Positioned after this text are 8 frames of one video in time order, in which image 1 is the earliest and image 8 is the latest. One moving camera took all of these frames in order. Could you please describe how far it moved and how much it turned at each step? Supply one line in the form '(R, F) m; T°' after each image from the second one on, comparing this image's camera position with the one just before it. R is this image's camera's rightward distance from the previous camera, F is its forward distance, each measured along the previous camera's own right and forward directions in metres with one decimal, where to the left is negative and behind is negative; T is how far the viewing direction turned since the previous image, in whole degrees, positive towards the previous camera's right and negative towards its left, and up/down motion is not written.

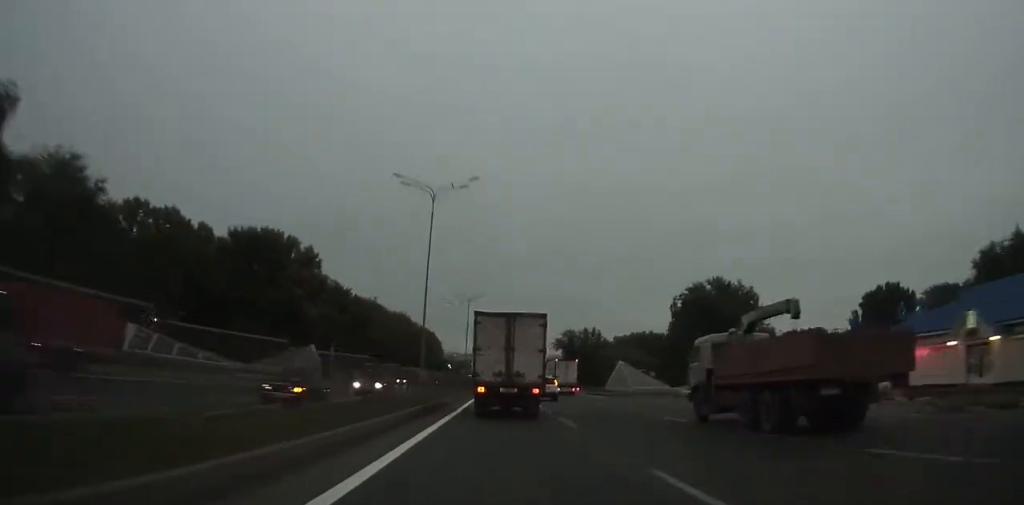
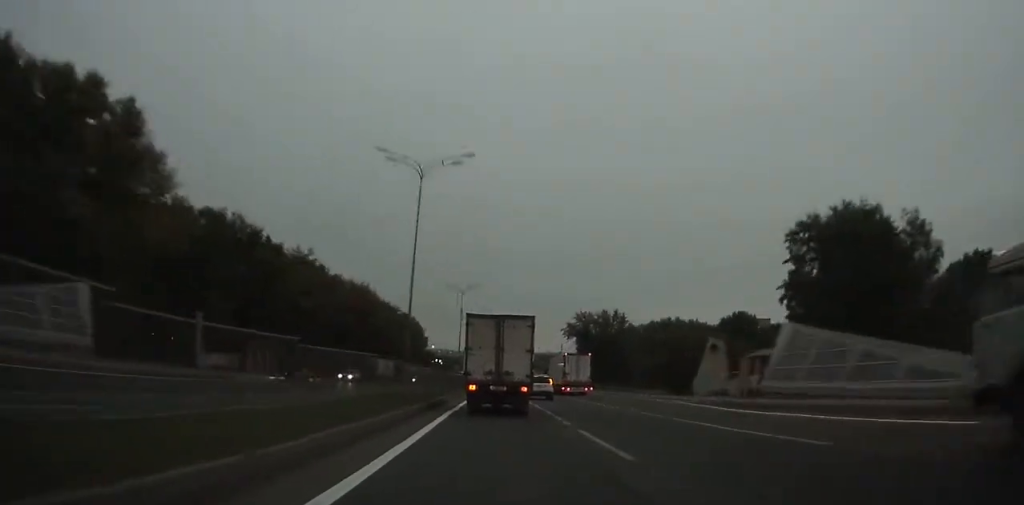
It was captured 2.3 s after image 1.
(+1.4, +45.3) m; 0°
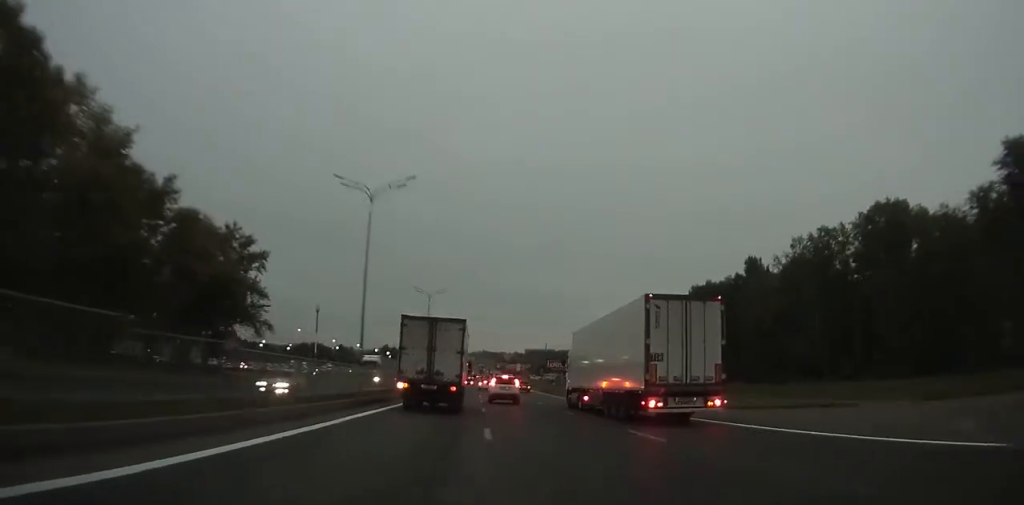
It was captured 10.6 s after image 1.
(-16.8, +160.8) m; -3°
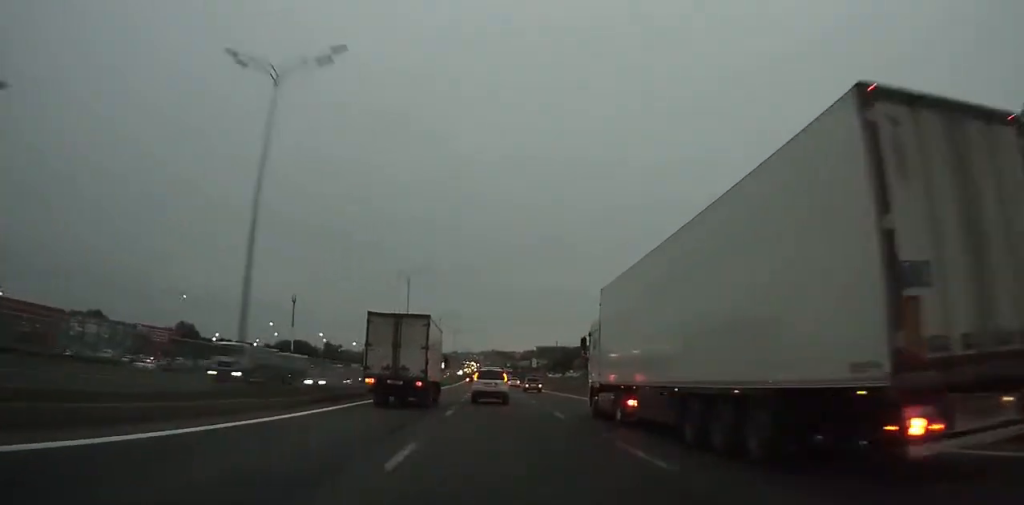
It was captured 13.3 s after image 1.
(+0.3, +51.0) m; 0°
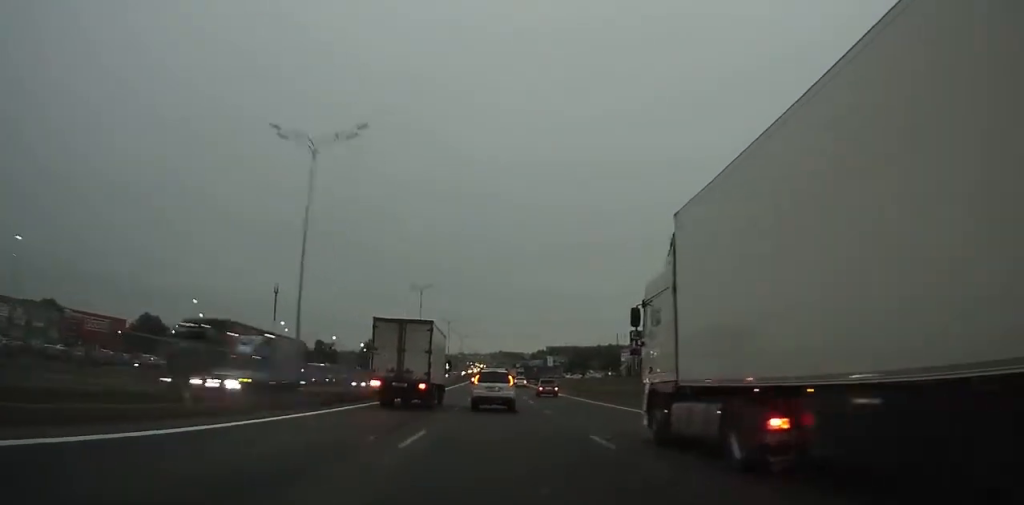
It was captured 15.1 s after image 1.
(-0.4, +32.7) m; -1°
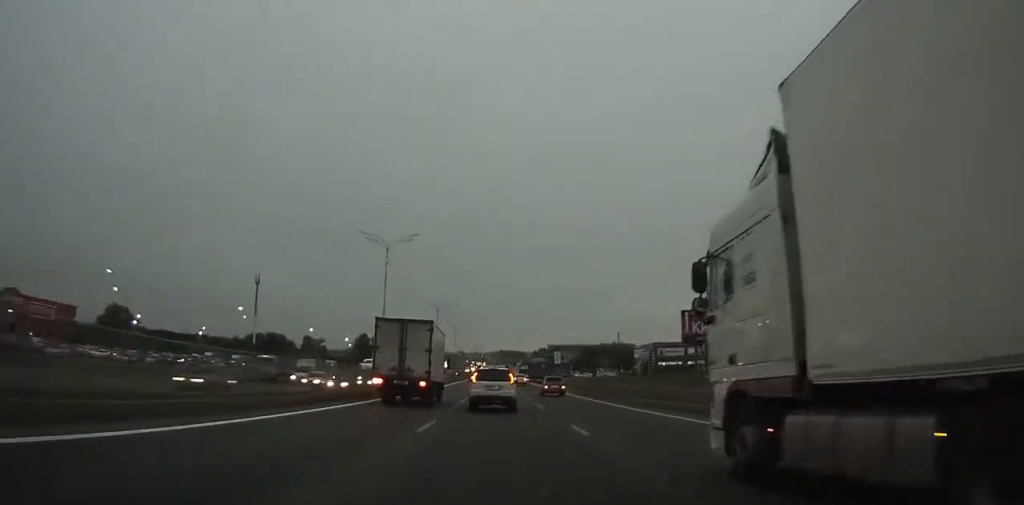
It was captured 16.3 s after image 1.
(-0.1, +21.7) m; 0°
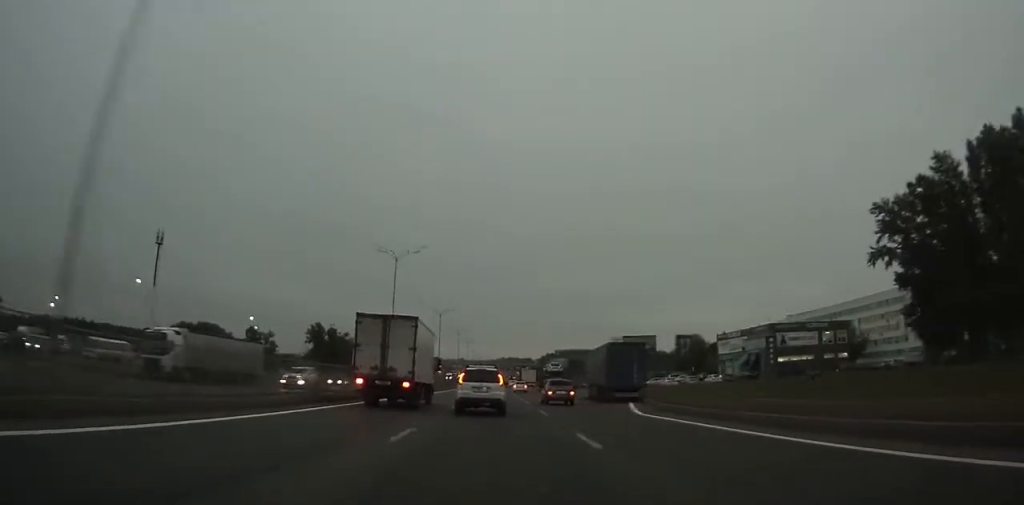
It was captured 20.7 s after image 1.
(-0.4, +74.6) m; 0°
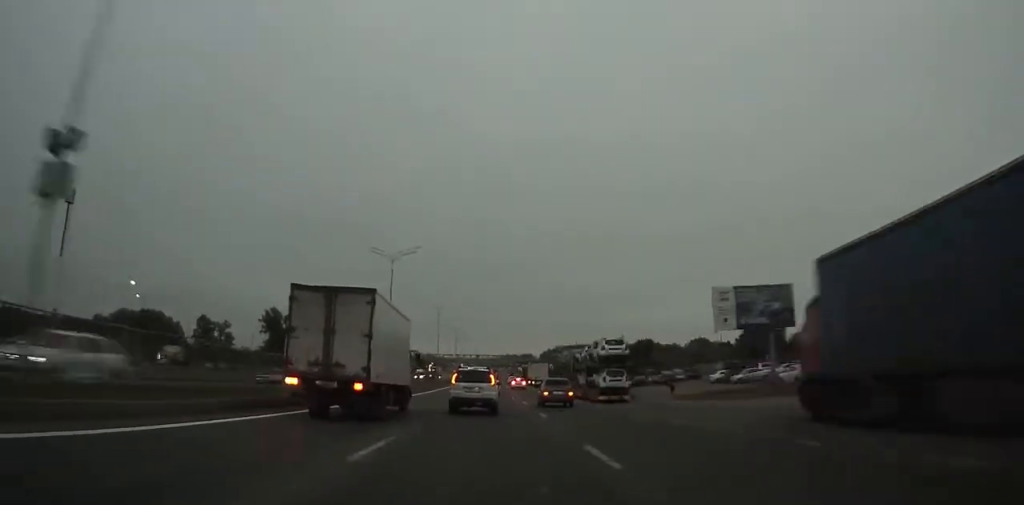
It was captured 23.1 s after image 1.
(0.0, +38.6) m; 0°
